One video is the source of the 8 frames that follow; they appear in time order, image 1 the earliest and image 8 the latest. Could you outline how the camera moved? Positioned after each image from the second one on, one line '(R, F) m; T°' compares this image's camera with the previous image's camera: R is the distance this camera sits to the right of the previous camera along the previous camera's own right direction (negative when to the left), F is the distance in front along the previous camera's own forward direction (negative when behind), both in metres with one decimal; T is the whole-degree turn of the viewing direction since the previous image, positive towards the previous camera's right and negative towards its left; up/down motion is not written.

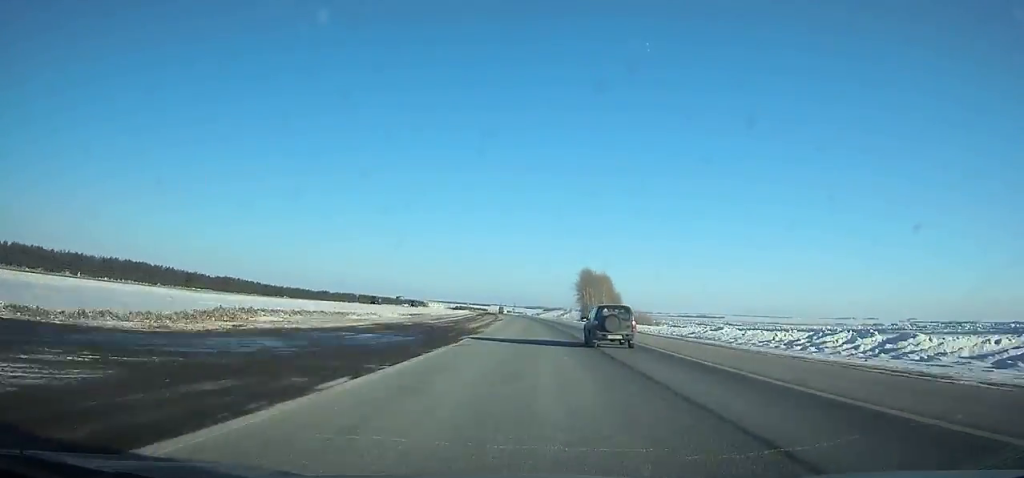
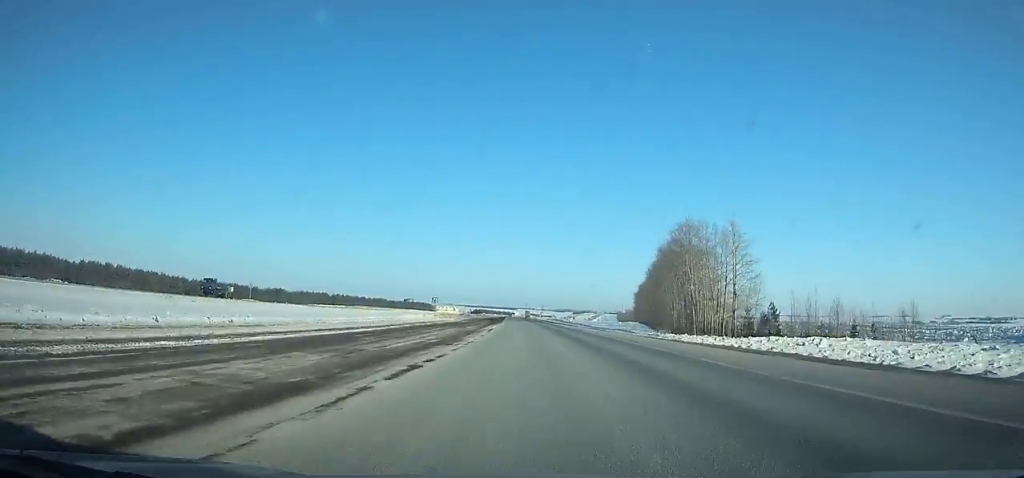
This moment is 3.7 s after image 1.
(-3.2, +101.9) m; -3°
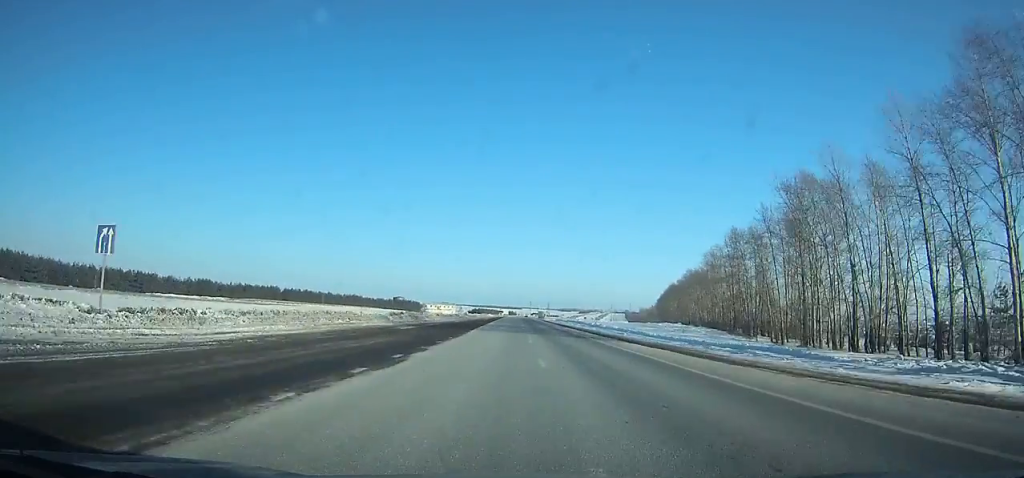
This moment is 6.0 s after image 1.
(-0.9, +64.7) m; -1°
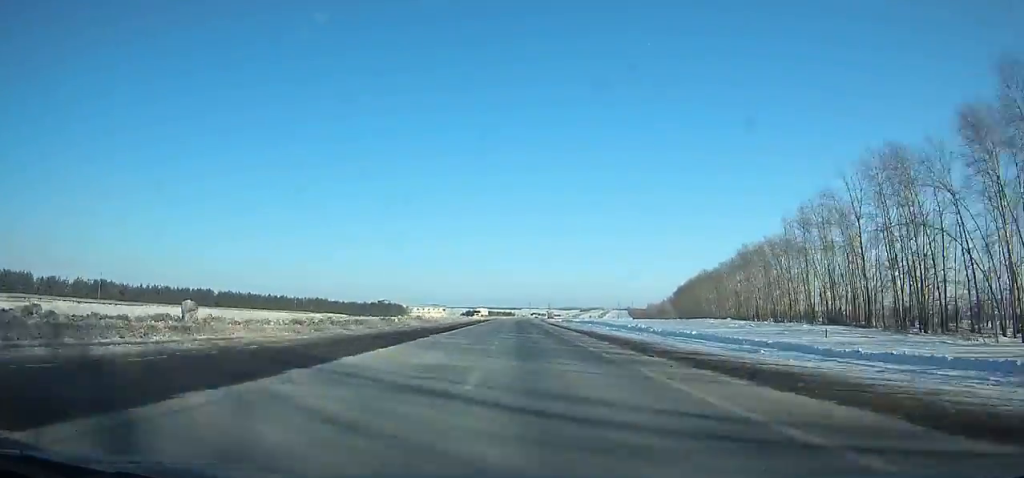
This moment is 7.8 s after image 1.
(-0.2, +50.8) m; 0°
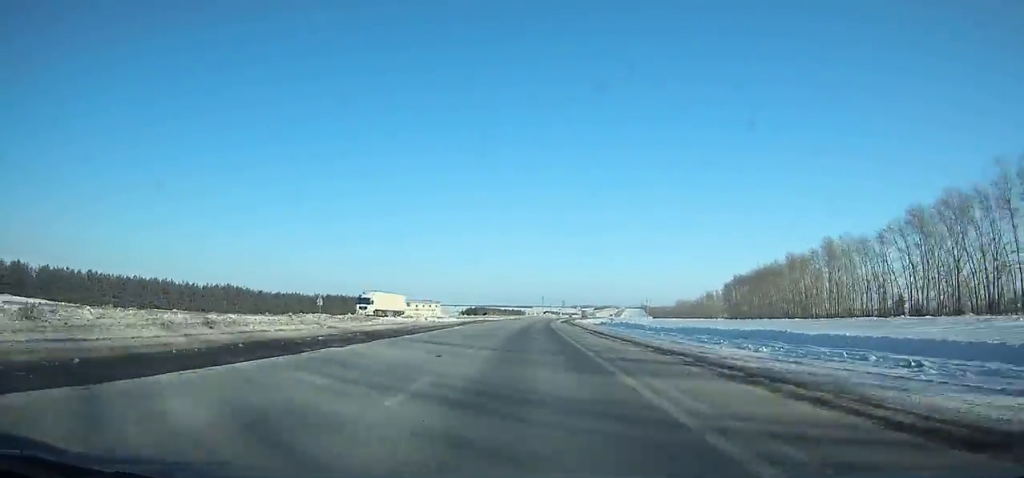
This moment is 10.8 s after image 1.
(-0.5, +84.9) m; 0°
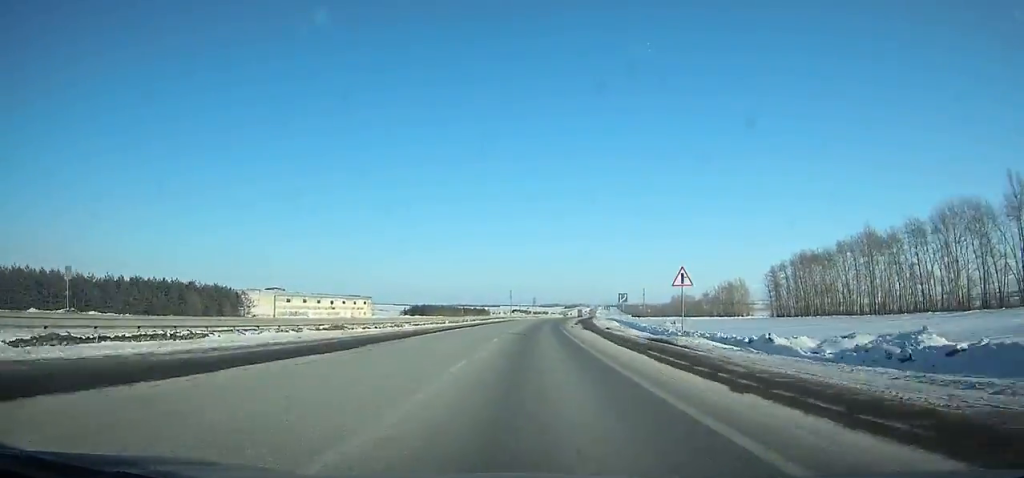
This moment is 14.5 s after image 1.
(+0.5, +104.0) m; +2°
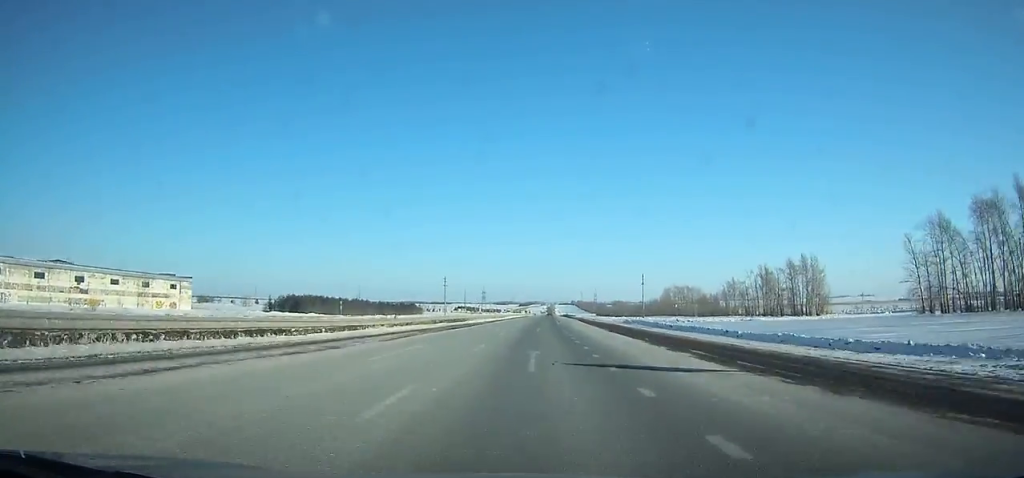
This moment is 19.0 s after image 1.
(+4.4, +124.6) m; +4°
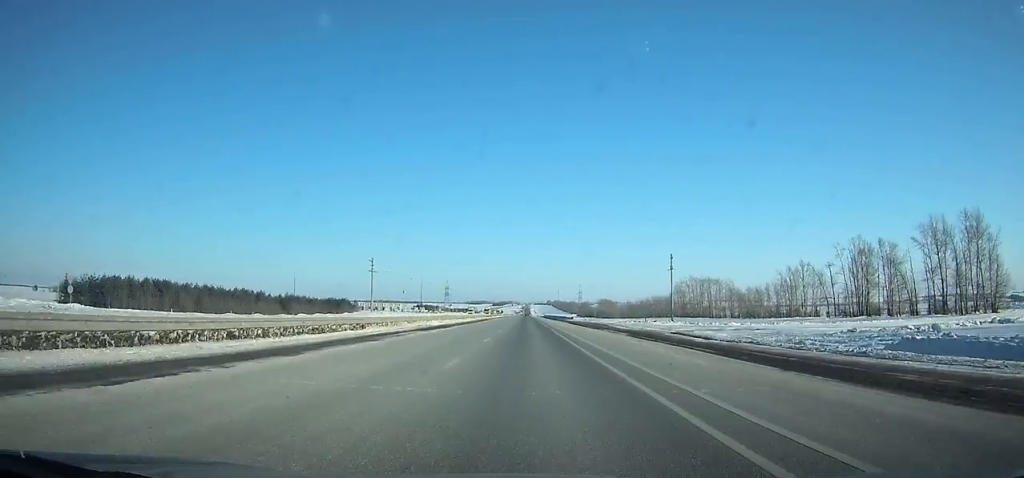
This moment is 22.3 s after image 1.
(+2.5, +89.9) m; +2°
